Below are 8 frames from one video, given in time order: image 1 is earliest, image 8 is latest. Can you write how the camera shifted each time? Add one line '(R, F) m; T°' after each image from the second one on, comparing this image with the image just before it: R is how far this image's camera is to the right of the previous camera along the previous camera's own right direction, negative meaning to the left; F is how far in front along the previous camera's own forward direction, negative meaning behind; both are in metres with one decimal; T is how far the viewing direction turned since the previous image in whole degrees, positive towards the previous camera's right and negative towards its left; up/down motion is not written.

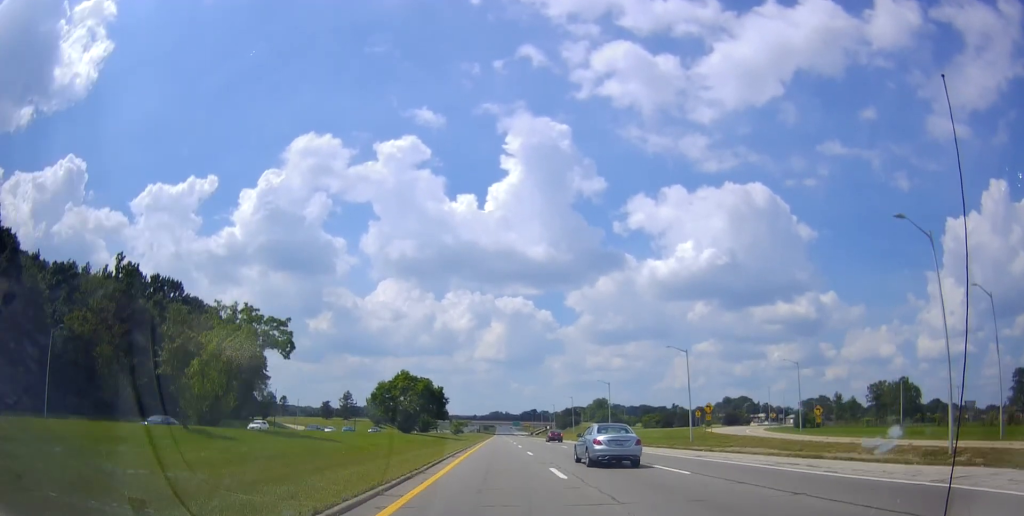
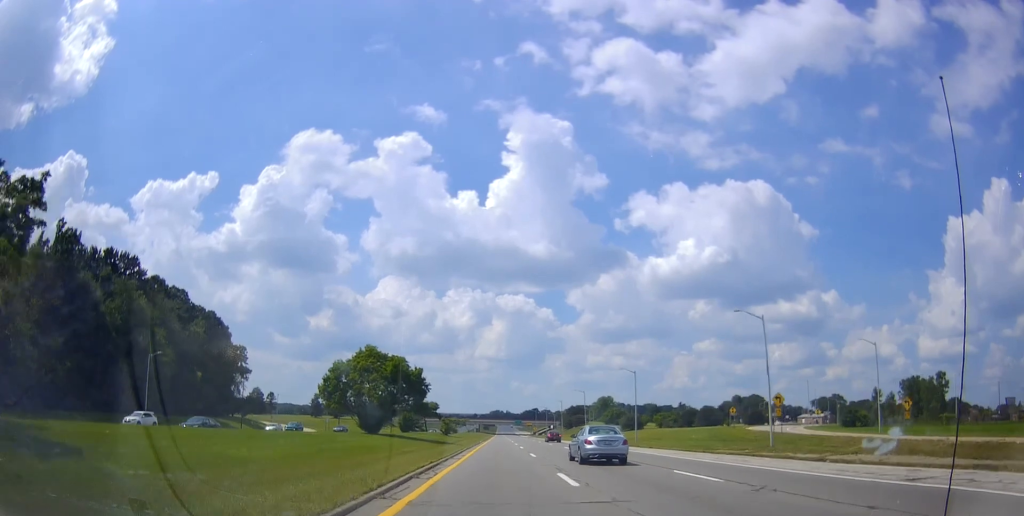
(+0.3, +16.9) m; +1°
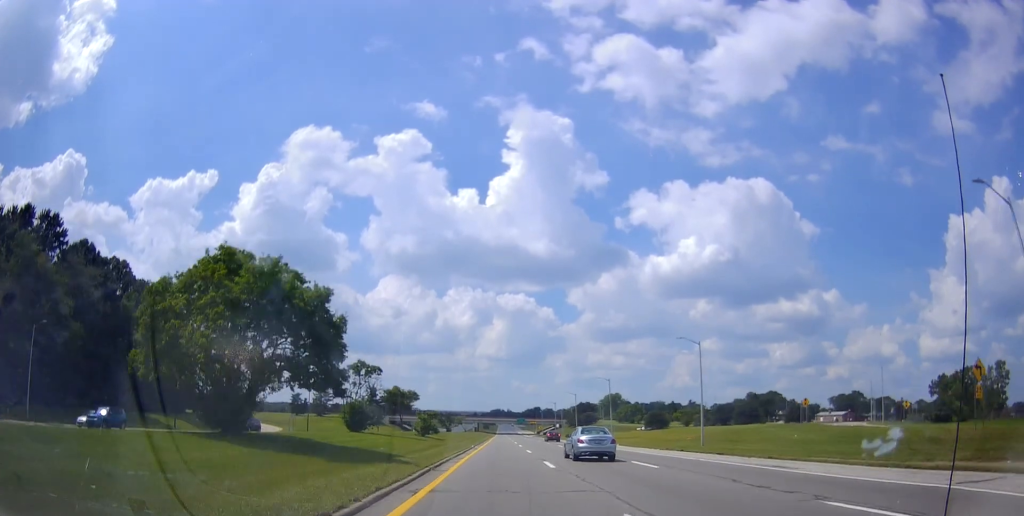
(+0.1, +24.2) m; -1°
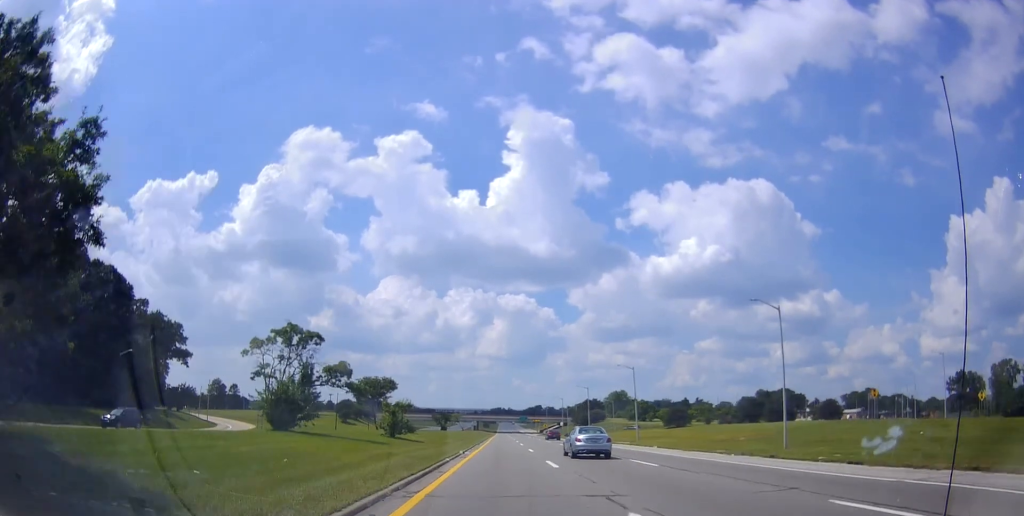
(-0.1, +15.3) m; -1°
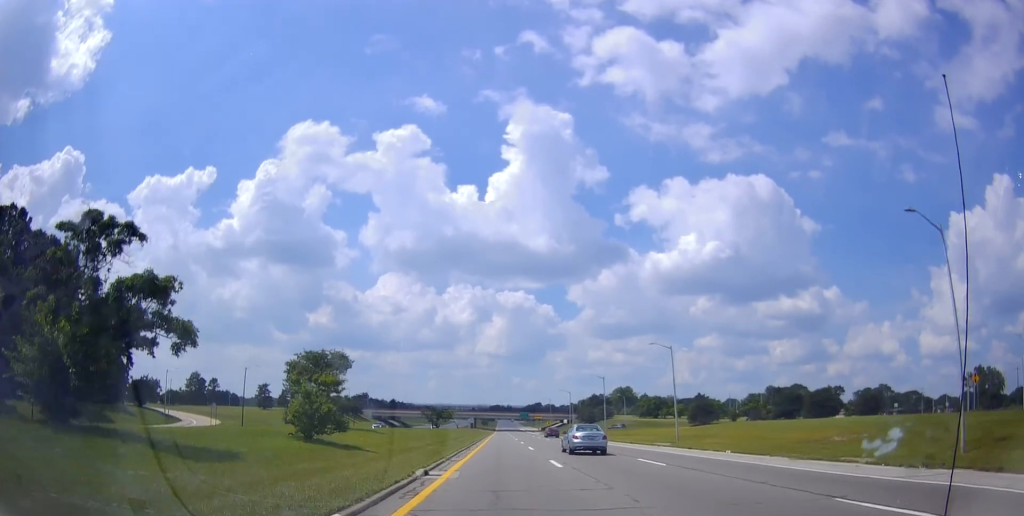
(-0.2, +16.3) m; -1°
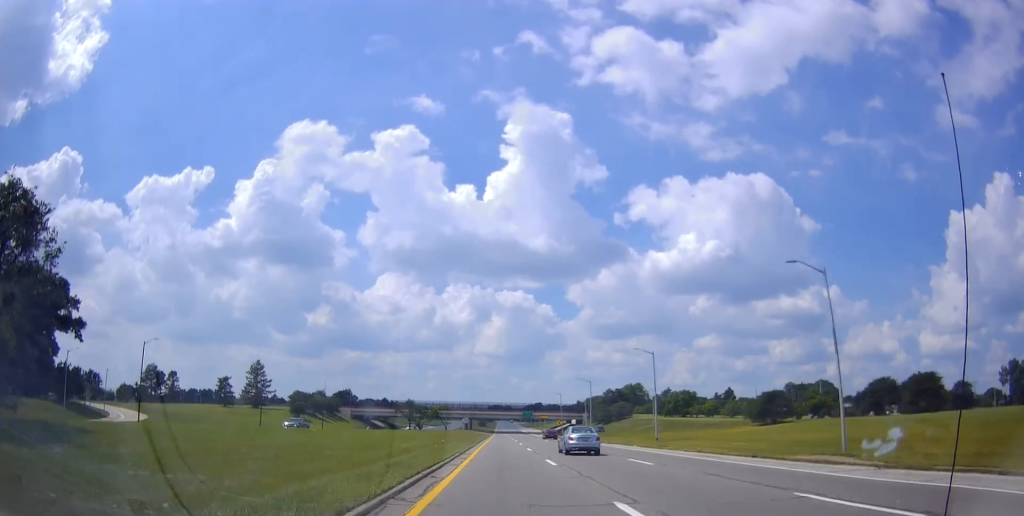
(0.0, +28.6) m; +1°
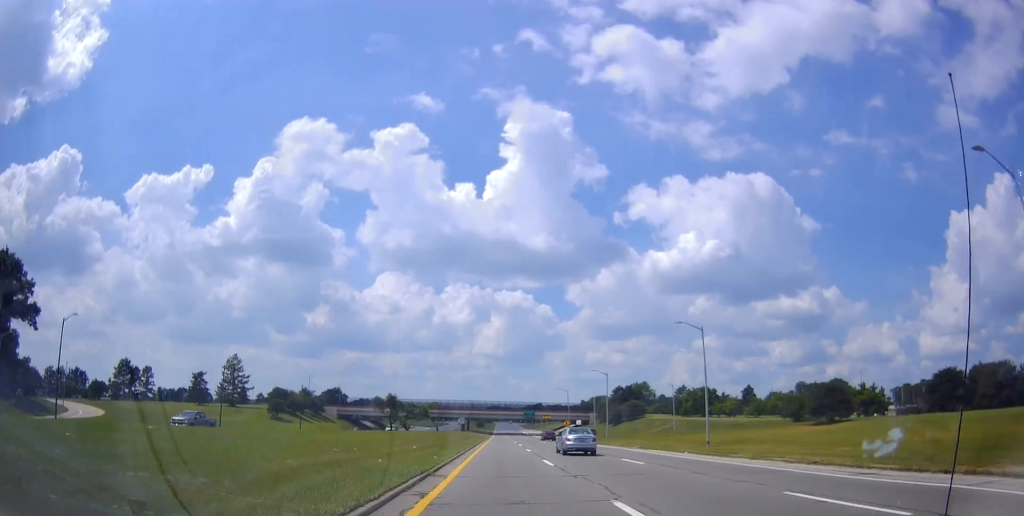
(+0.3, +15.0) m; 0°
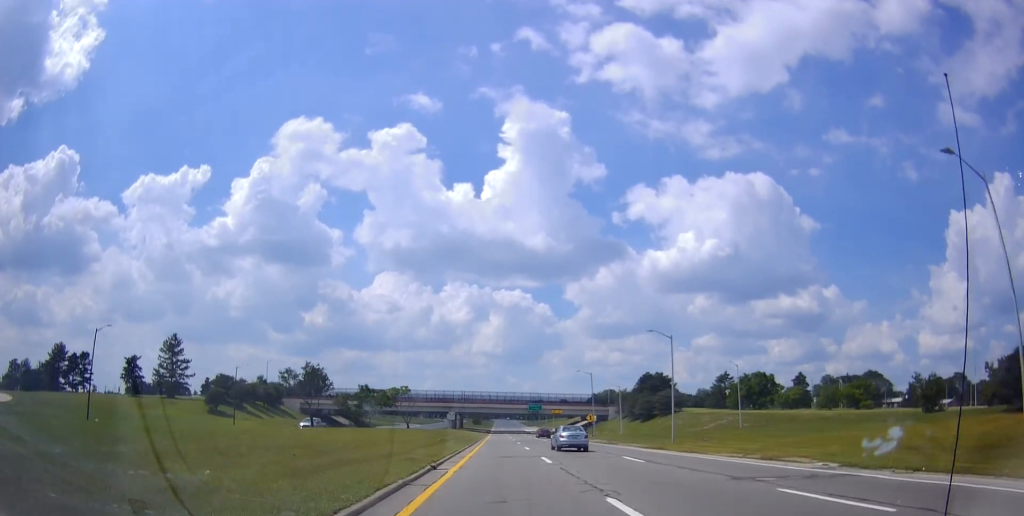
(-0.1, +30.8) m; -1°
